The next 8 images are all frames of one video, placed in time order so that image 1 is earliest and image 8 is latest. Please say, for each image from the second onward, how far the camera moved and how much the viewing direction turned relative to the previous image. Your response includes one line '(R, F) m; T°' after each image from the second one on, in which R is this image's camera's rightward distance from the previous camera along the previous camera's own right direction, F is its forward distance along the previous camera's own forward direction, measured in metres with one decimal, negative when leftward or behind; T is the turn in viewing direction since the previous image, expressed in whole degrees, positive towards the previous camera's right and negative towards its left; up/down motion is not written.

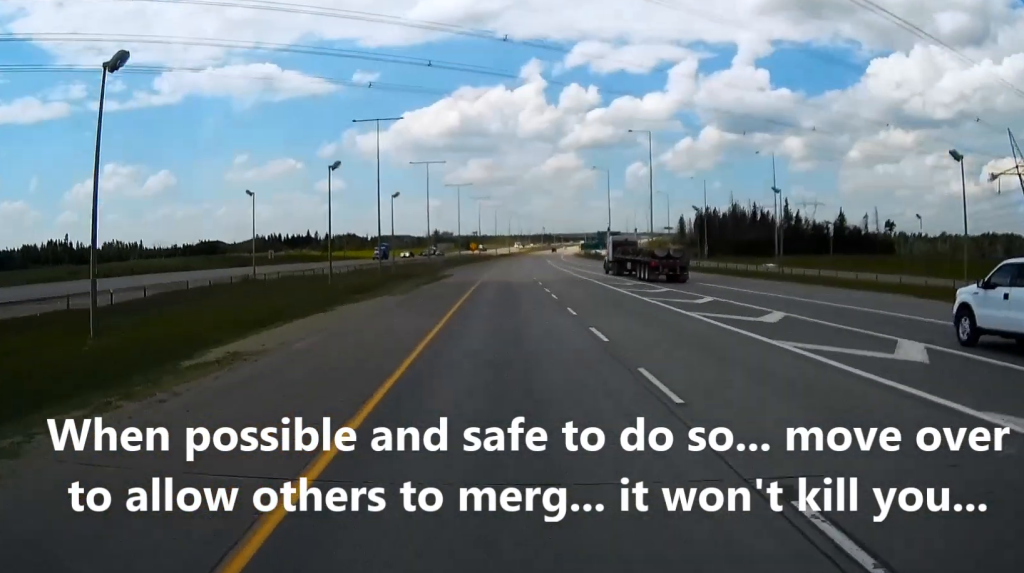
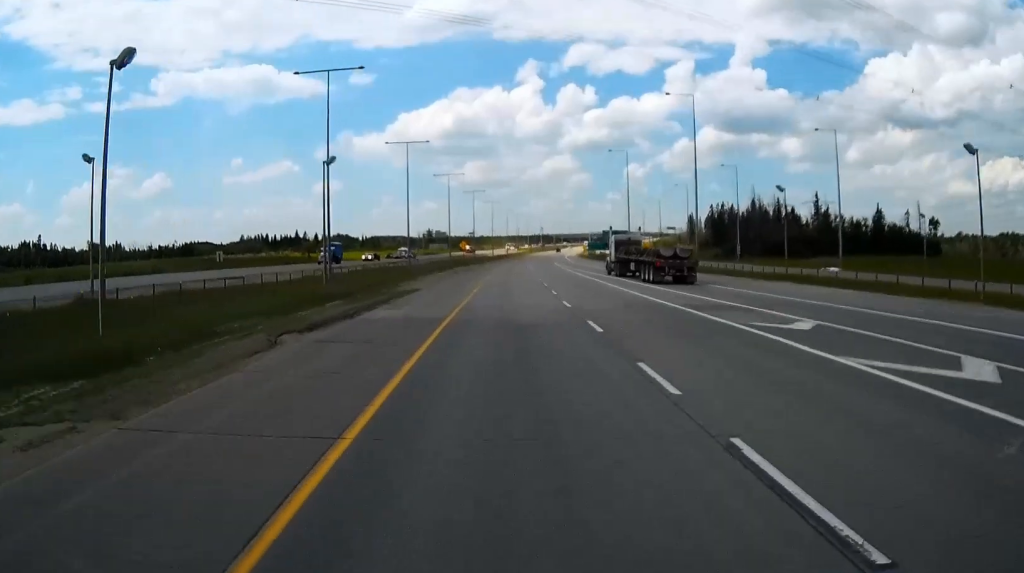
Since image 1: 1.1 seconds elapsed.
(+0.1, +29.8) m; 0°
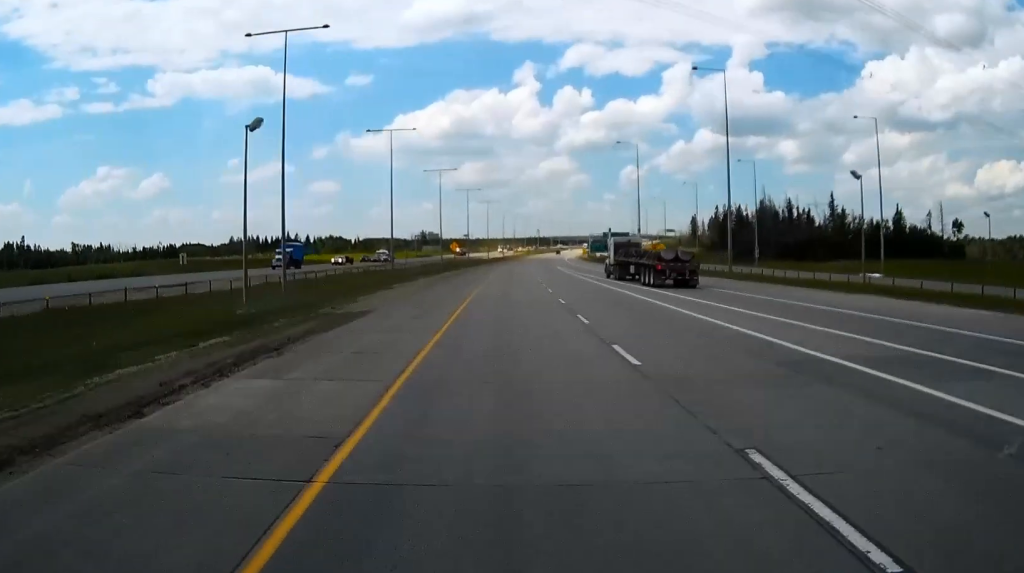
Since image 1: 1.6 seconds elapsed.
(0.0, +14.9) m; 0°
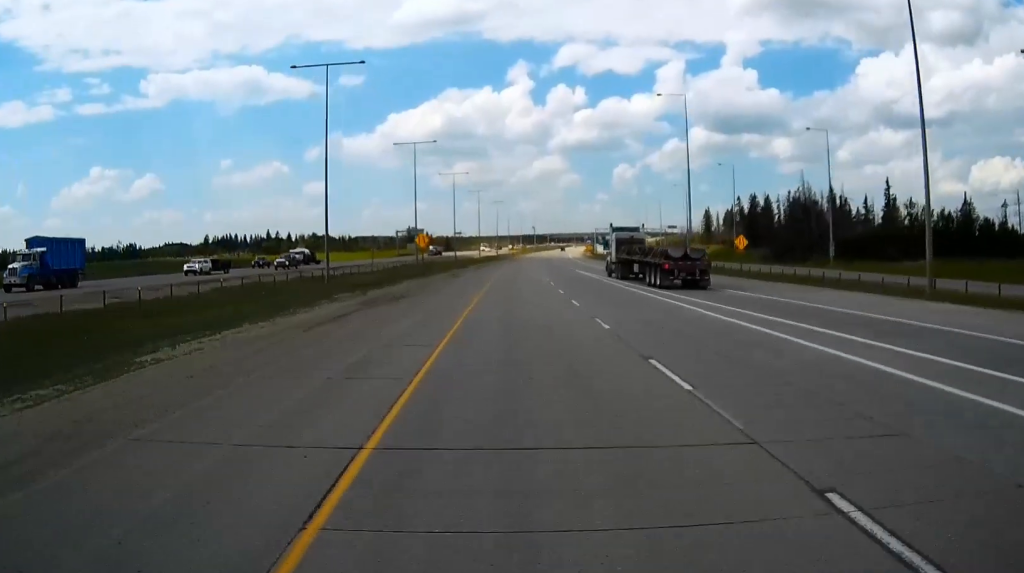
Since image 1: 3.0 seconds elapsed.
(+0.1, +39.1) m; +1°
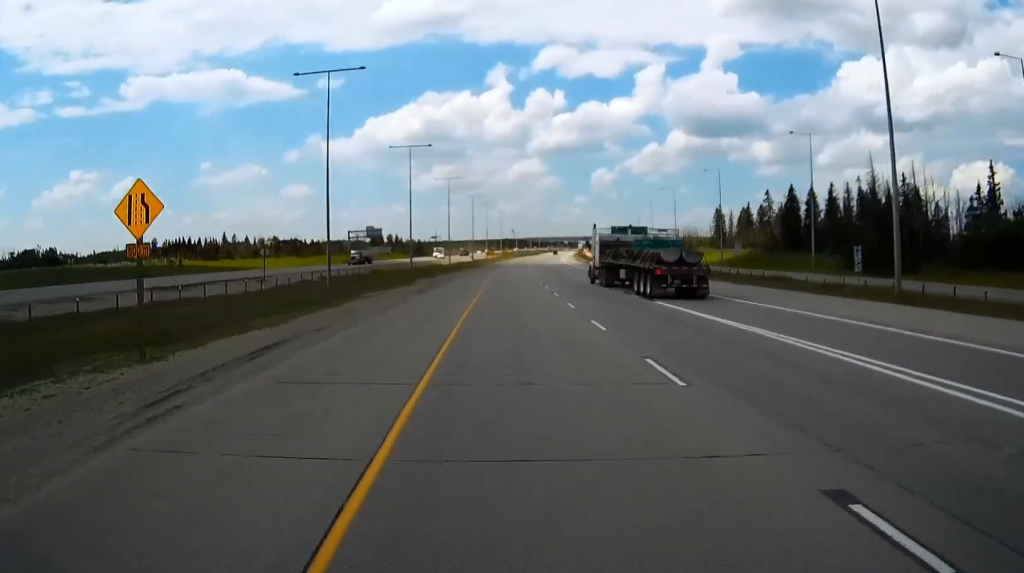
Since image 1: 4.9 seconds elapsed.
(+0.6, +54.0) m; +1°
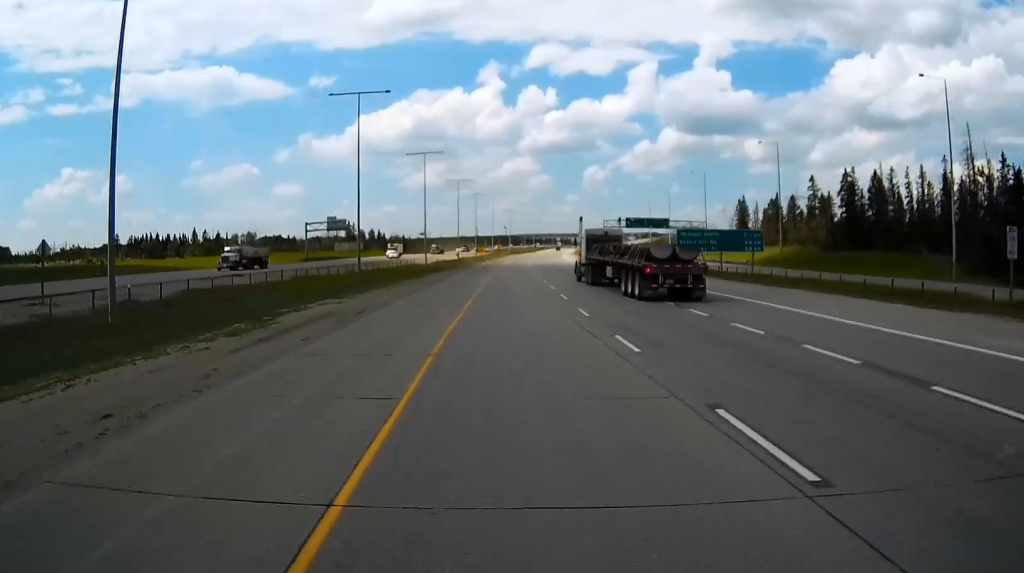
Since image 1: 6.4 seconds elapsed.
(+0.3, +41.8) m; +1°
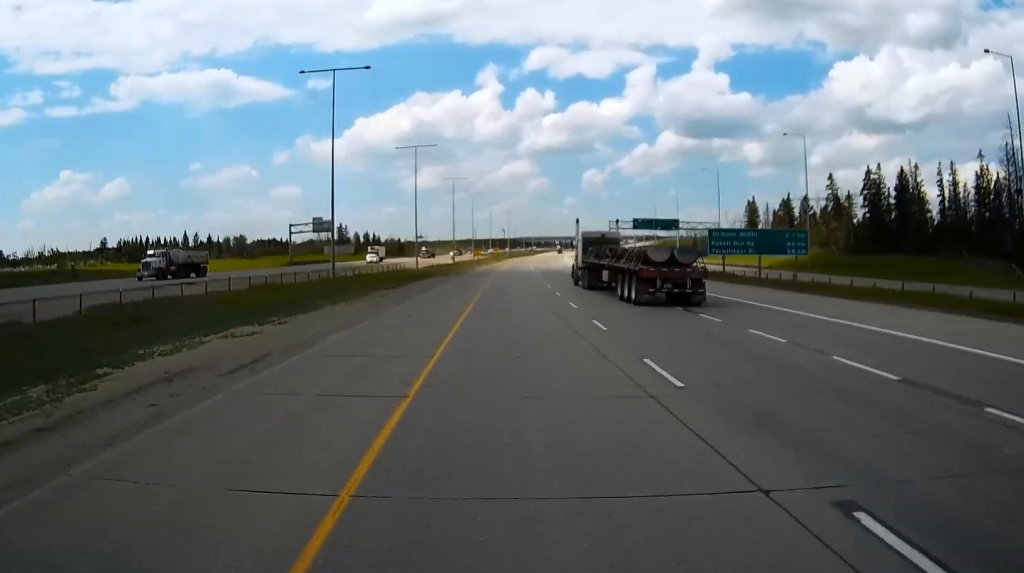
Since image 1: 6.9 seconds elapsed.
(+0.1, +13.0) m; 0°
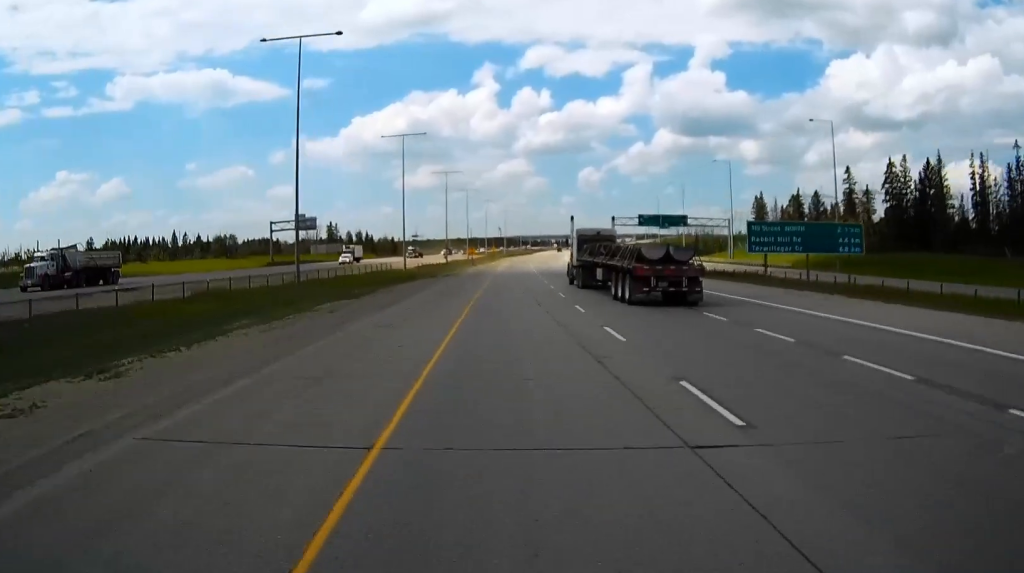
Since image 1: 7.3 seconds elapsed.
(0.0, +12.1) m; 0°
